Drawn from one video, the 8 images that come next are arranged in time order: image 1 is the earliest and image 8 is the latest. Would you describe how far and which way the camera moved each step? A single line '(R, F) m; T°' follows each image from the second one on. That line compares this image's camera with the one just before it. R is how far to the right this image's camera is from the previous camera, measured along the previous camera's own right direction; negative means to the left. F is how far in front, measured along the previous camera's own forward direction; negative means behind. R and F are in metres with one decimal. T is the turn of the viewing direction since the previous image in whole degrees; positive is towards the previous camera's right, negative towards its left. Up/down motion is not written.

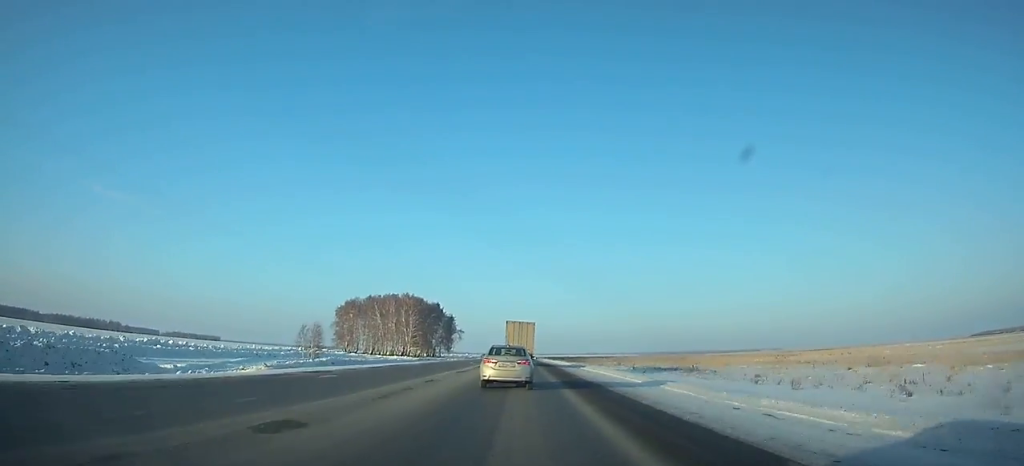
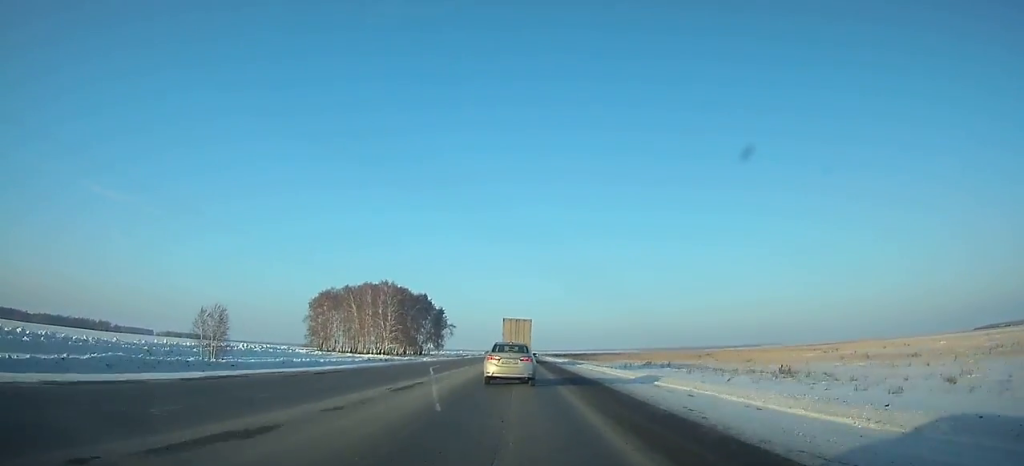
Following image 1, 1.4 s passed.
(0.0, +26.8) m; 0°
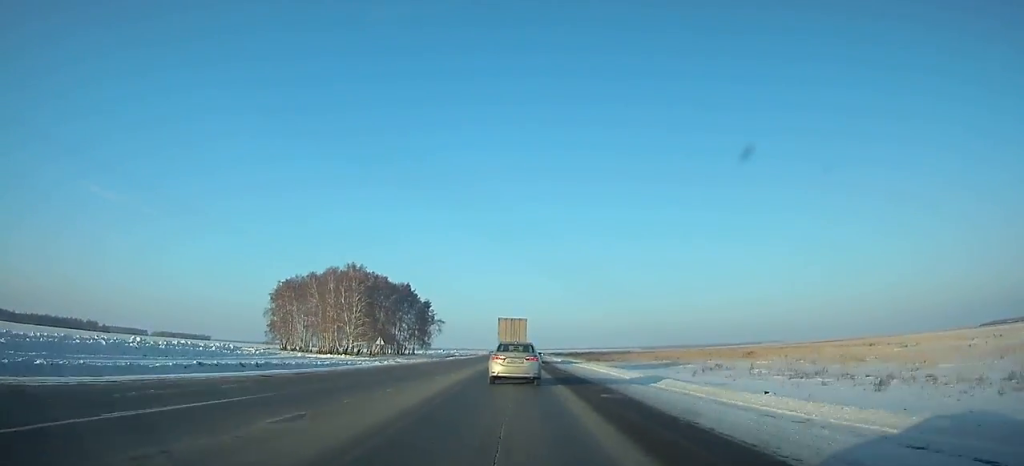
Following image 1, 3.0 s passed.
(+0.1, +31.5) m; 0°
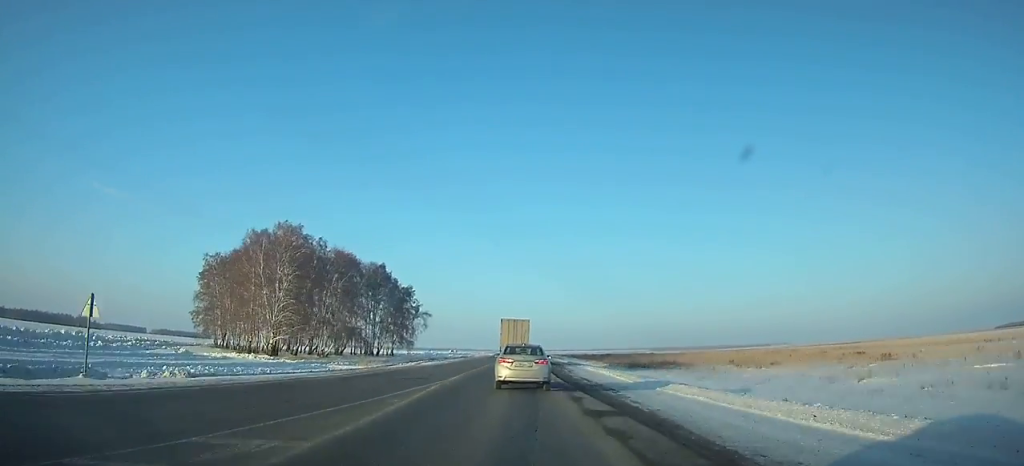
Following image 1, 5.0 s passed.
(-0.2, +40.1) m; 0°
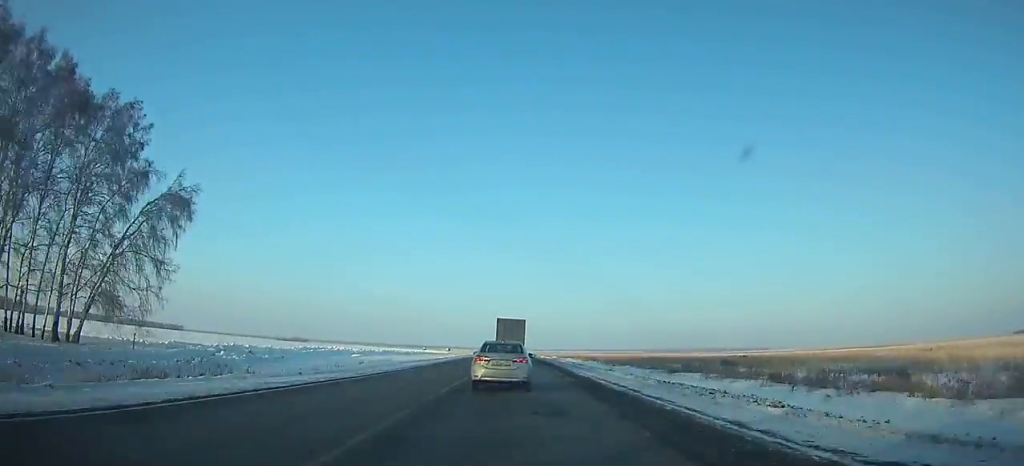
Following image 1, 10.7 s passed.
(+0.3, +117.4) m; +1°
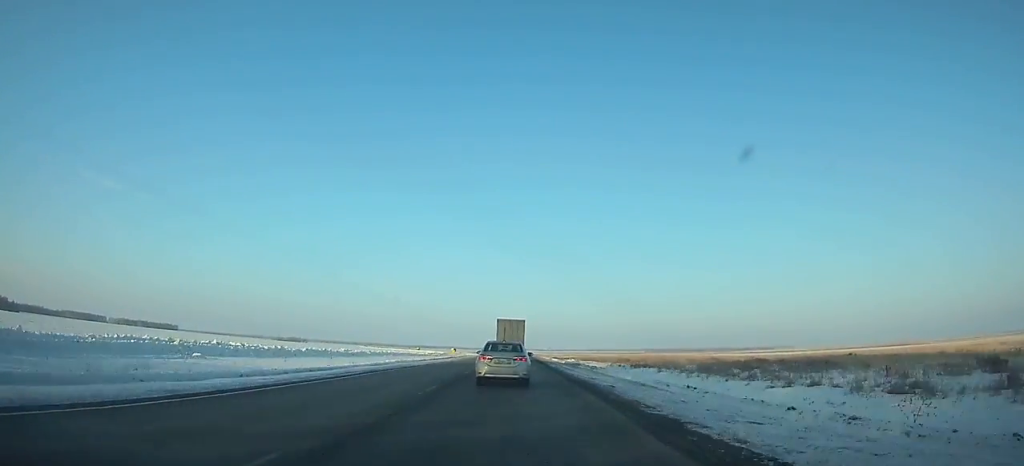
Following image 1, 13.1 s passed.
(+0.4, +50.2) m; 0°
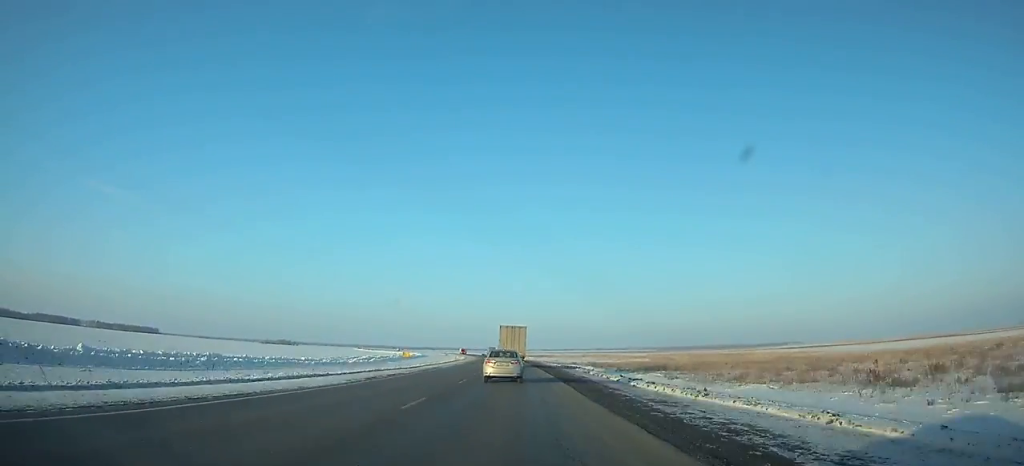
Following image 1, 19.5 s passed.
(-0.7, +136.9) m; -1°
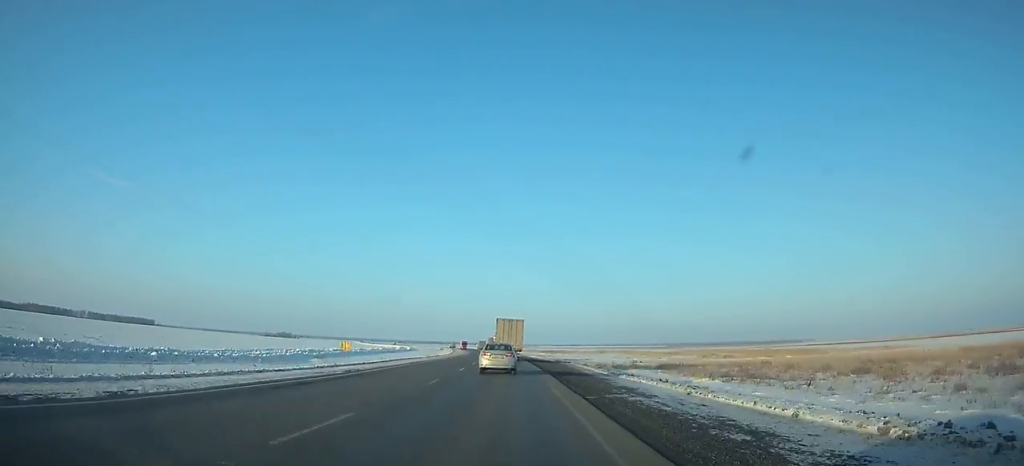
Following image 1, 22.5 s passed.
(-0.5, +66.7) m; -1°
